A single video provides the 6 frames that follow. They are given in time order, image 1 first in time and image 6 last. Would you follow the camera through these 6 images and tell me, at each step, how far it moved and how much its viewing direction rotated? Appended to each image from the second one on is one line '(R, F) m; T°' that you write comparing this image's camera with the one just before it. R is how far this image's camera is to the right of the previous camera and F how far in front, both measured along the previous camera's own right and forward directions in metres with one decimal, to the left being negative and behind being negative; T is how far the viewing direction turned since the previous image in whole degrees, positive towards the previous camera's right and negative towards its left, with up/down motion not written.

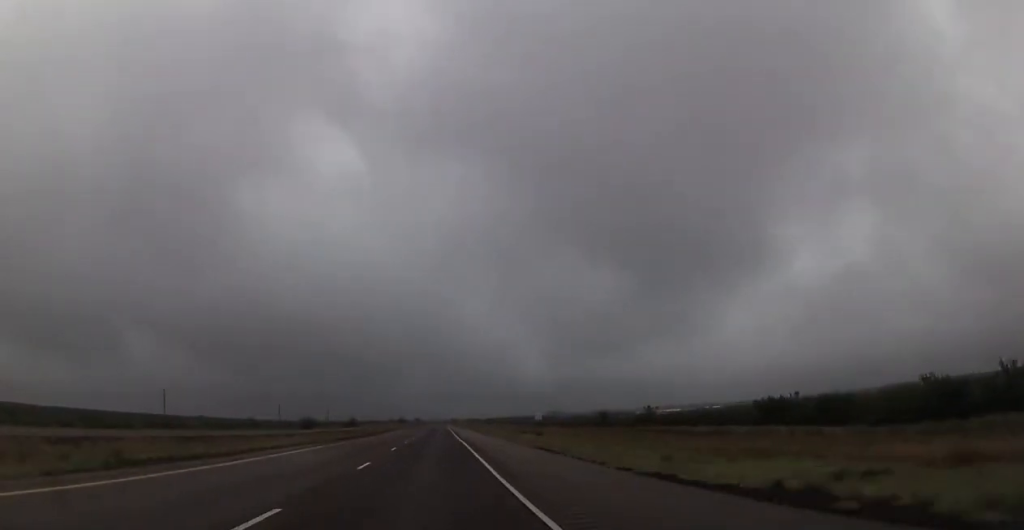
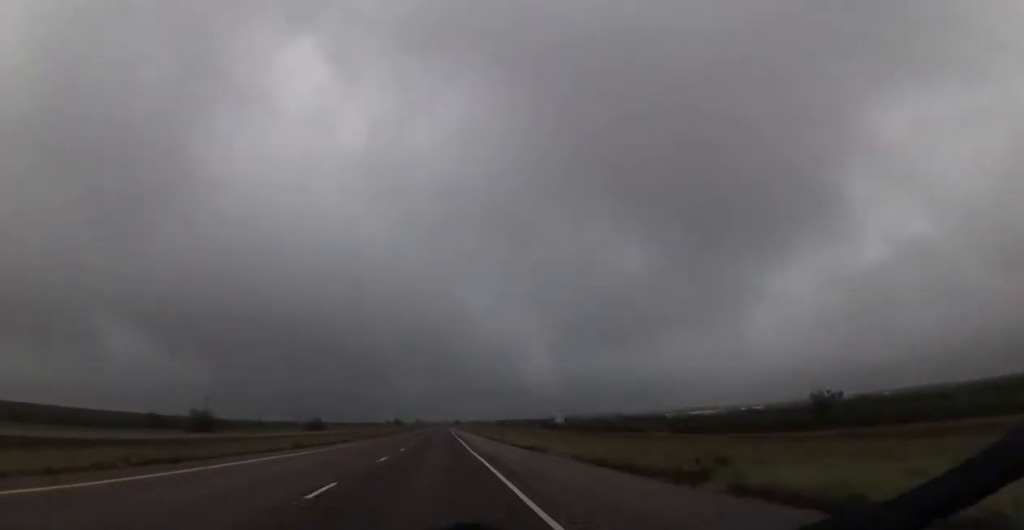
(+0.2, +93.3) m; 0°
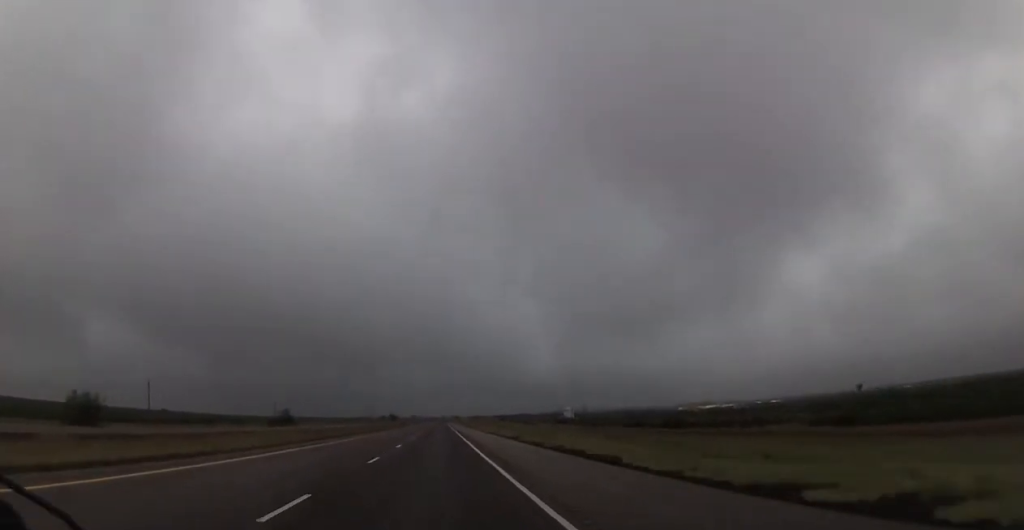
(-0.2, +39.9) m; 0°
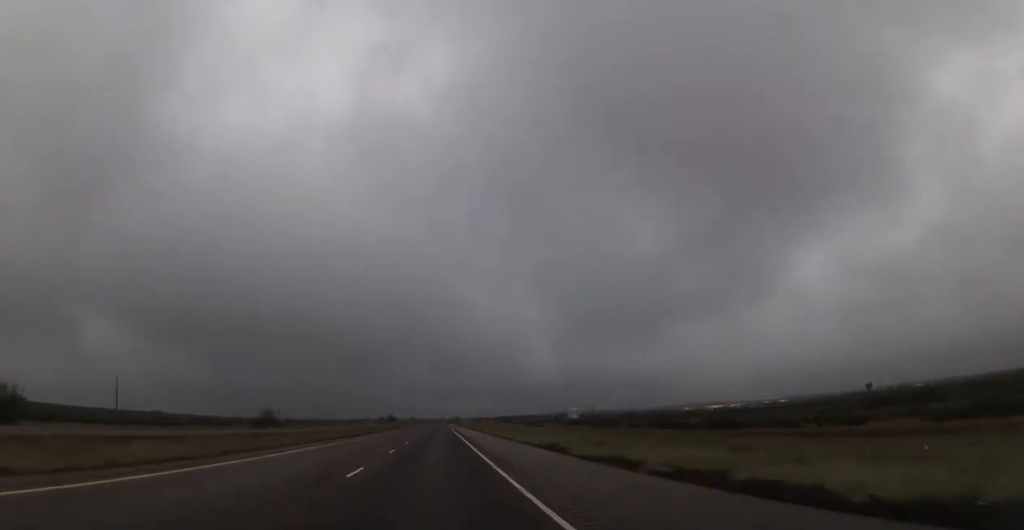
(+0.2, +16.9) m; 0°
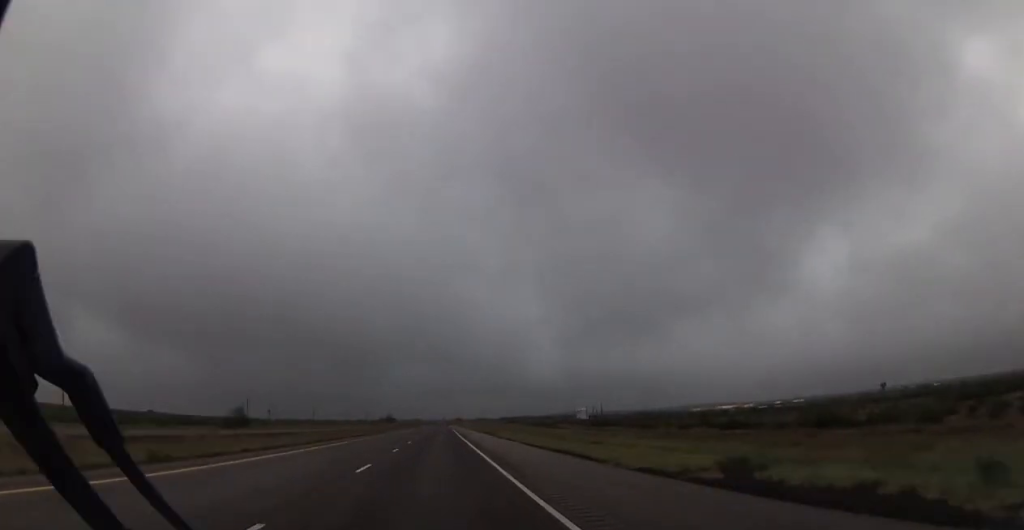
(-0.1, +23.0) m; 0°
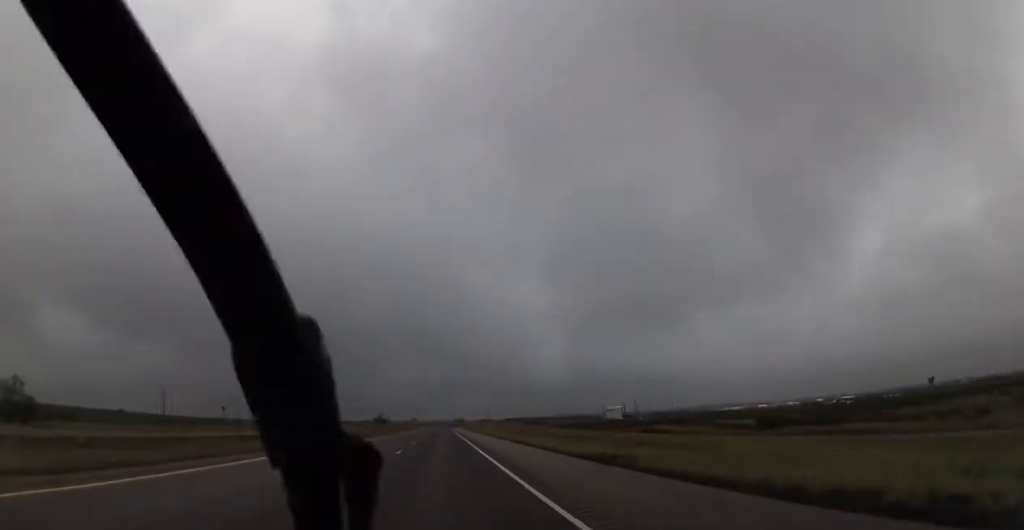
(-0.3, +75.0) m; 0°
